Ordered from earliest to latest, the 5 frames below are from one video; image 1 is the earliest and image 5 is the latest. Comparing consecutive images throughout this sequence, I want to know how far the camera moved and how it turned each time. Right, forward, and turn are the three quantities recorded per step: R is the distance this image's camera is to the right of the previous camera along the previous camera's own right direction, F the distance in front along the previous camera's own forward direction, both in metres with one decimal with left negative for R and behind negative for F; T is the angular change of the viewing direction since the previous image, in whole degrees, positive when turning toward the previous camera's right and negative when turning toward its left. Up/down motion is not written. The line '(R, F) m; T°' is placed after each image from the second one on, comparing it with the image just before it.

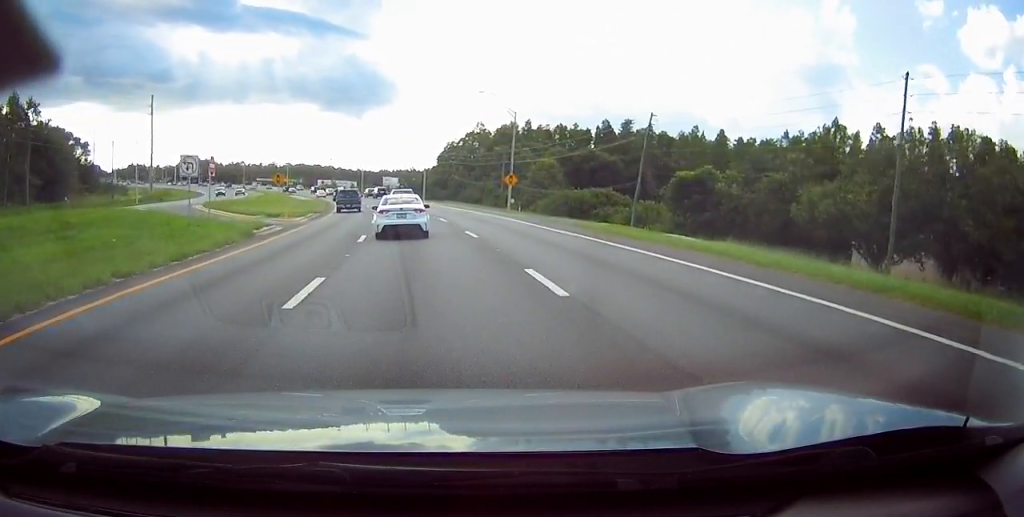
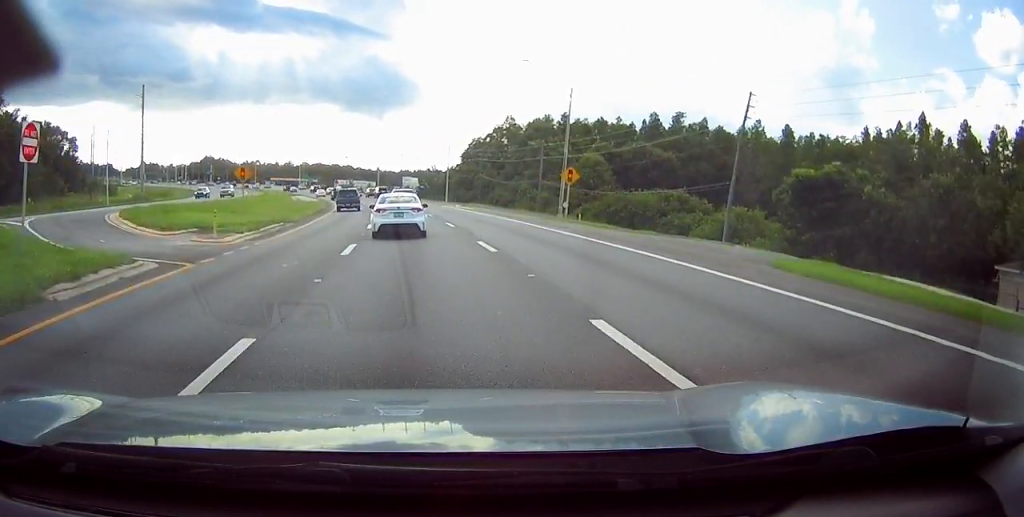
(-0.1, +16.9) m; -2°
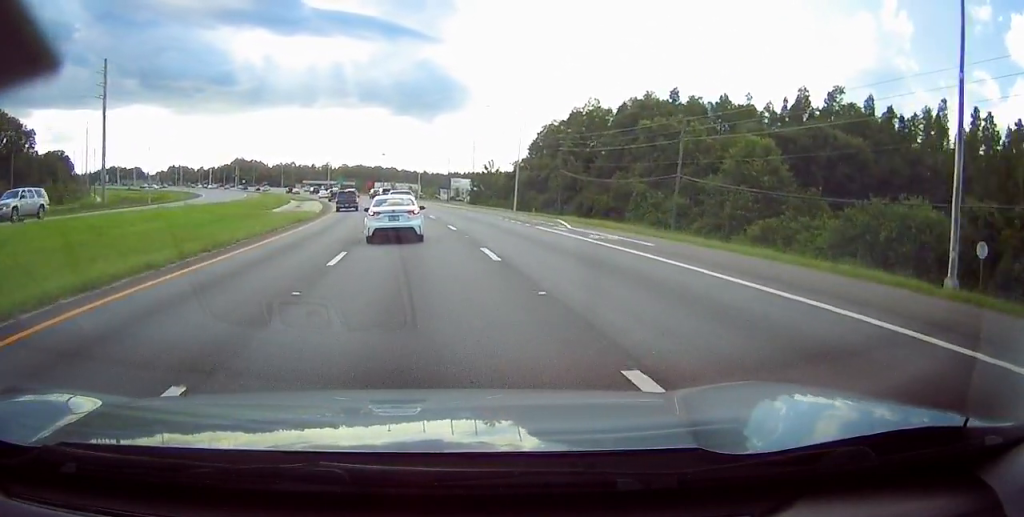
(-2.1, +37.6) m; -4°
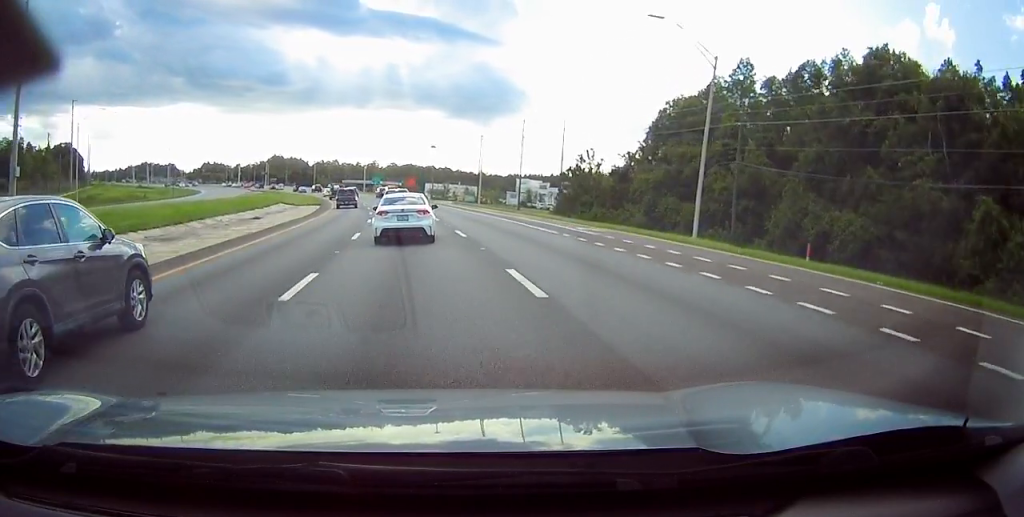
(-1.6, +40.8) m; -5°
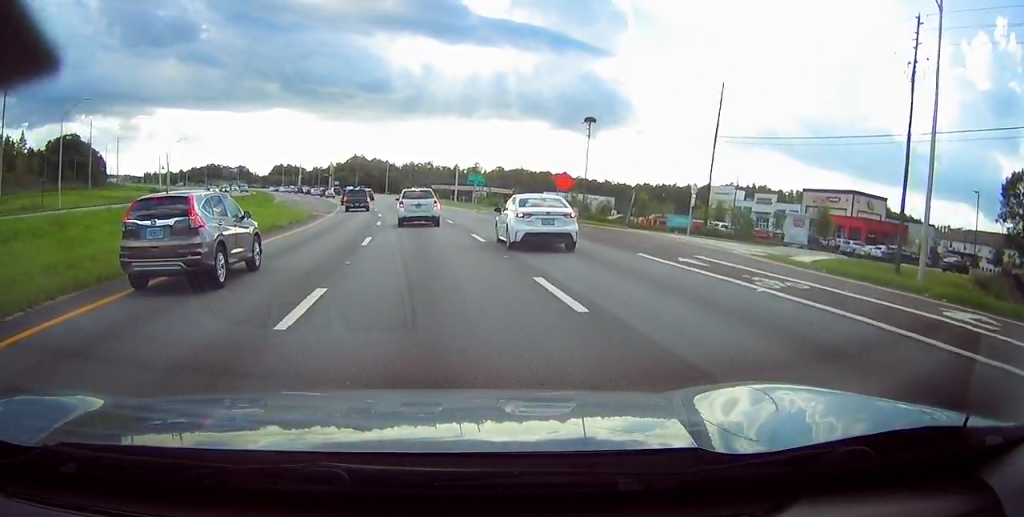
(-5.7, +74.1) m; -8°
